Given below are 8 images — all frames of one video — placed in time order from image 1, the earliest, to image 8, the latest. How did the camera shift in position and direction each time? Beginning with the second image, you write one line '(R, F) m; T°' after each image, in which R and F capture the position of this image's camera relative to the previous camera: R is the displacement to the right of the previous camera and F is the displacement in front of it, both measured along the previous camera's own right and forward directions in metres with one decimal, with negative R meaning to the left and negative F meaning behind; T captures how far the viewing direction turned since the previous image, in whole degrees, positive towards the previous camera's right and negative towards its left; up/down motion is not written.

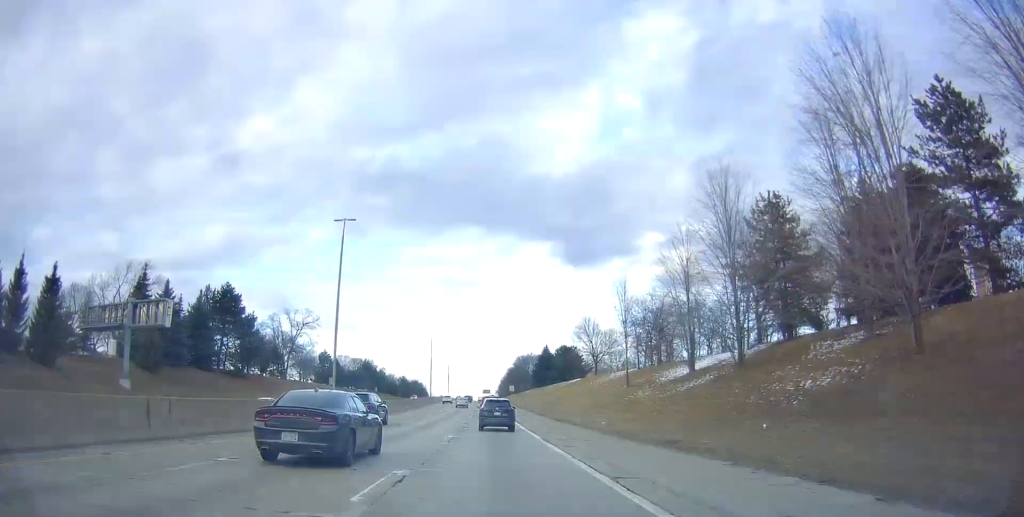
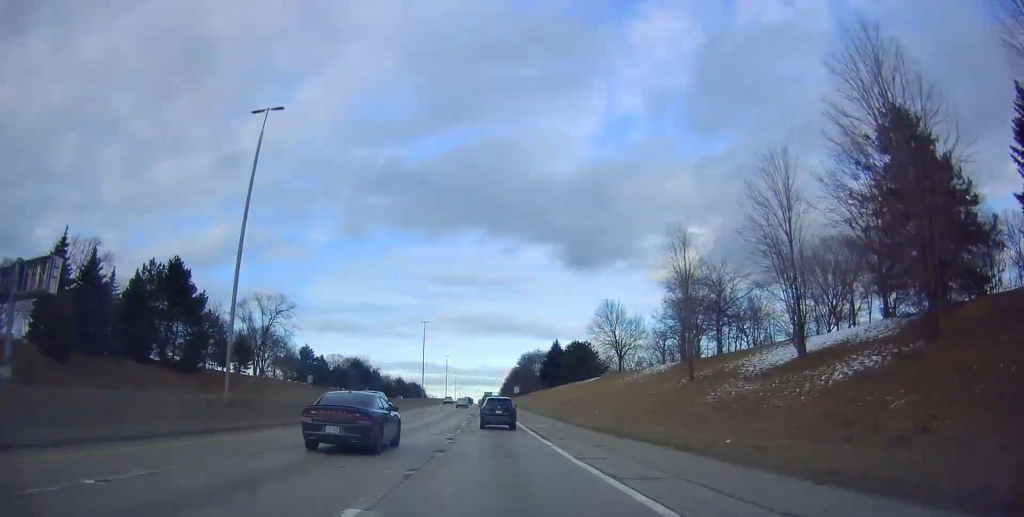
(-0.3, +17.8) m; 0°
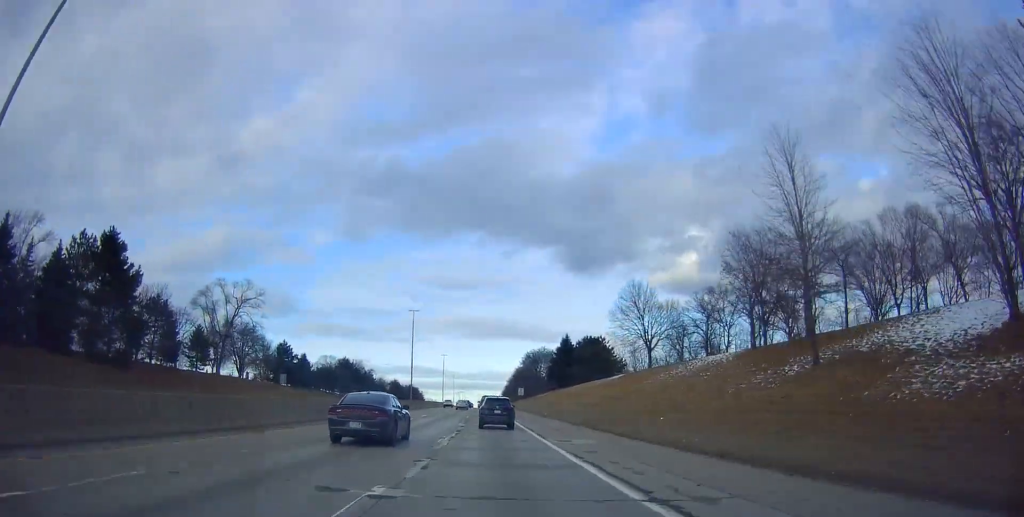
(+0.2, +16.2) m; -1°
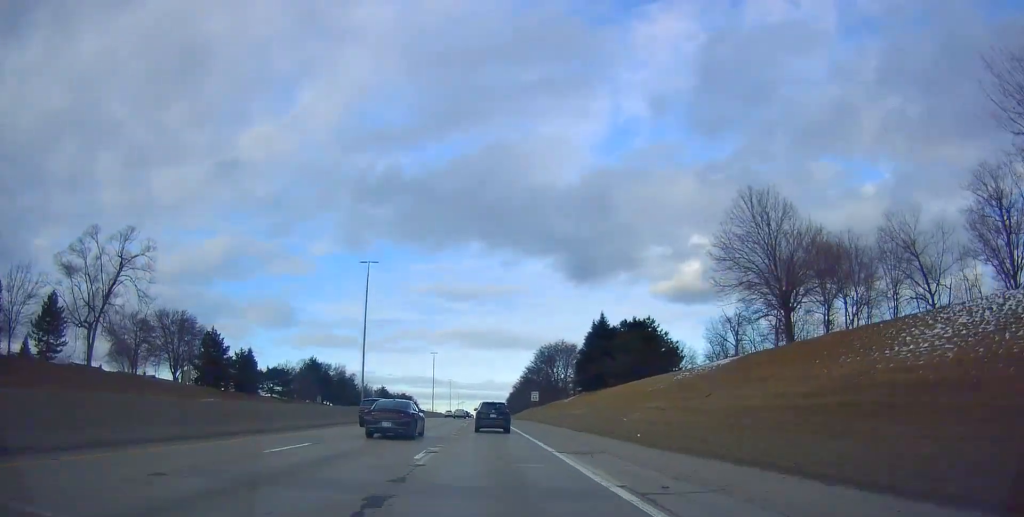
(-0.9, +35.1) m; -2°
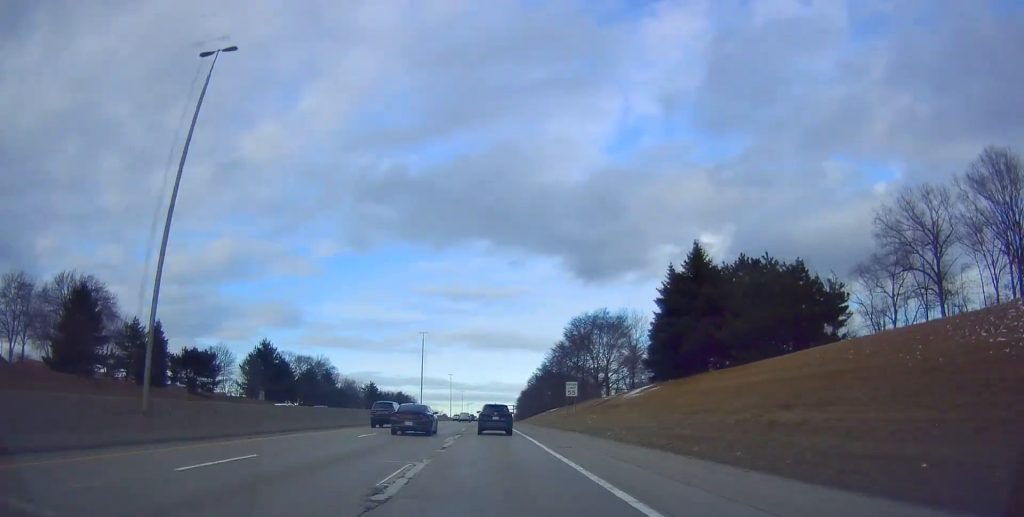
(+0.5, +36.1) m; +1°
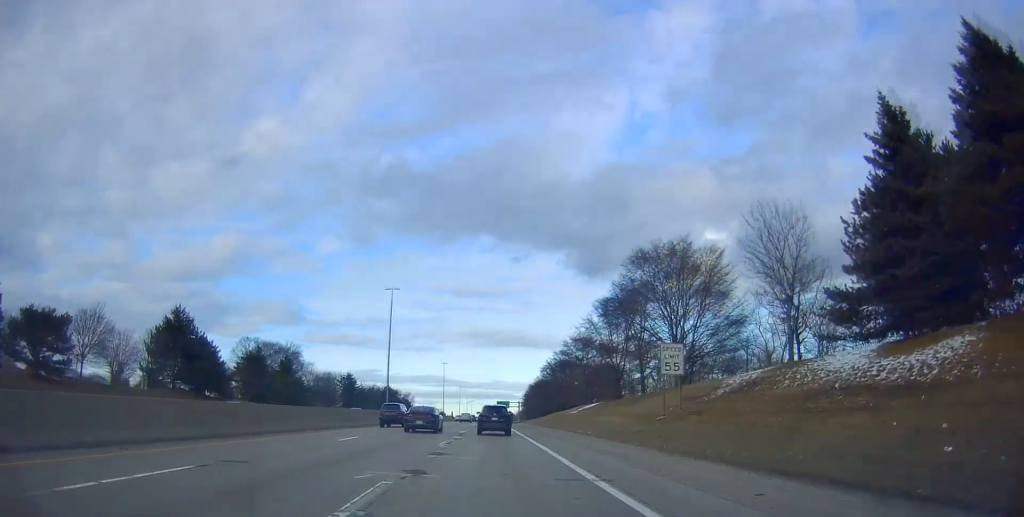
(-0.2, +33.8) m; 0°
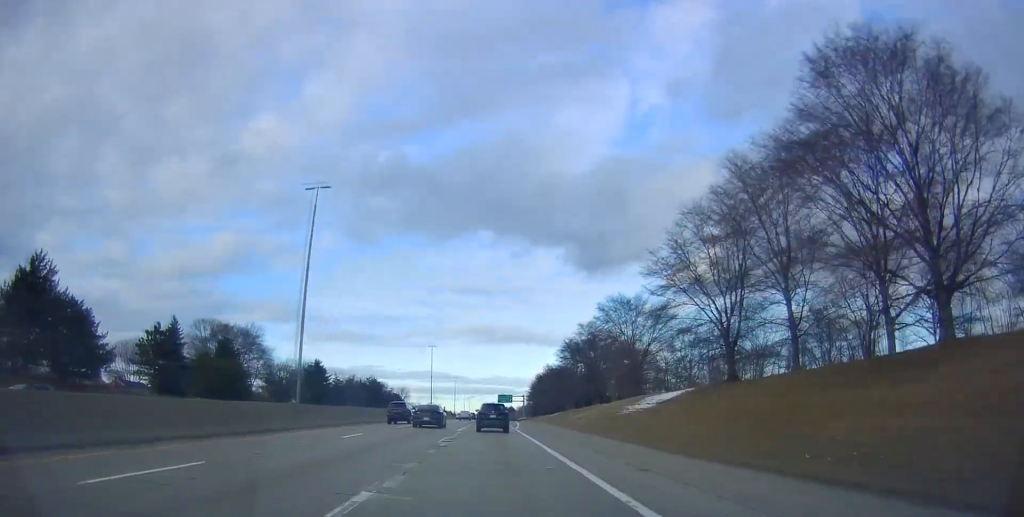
(+0.3, +30.0) m; +1°
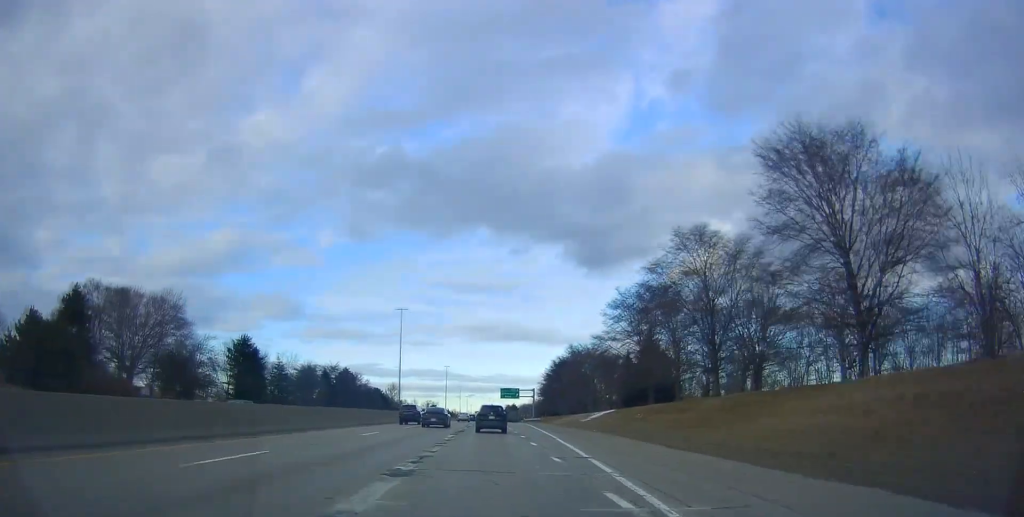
(-0.6, +41.0) m; -3°
